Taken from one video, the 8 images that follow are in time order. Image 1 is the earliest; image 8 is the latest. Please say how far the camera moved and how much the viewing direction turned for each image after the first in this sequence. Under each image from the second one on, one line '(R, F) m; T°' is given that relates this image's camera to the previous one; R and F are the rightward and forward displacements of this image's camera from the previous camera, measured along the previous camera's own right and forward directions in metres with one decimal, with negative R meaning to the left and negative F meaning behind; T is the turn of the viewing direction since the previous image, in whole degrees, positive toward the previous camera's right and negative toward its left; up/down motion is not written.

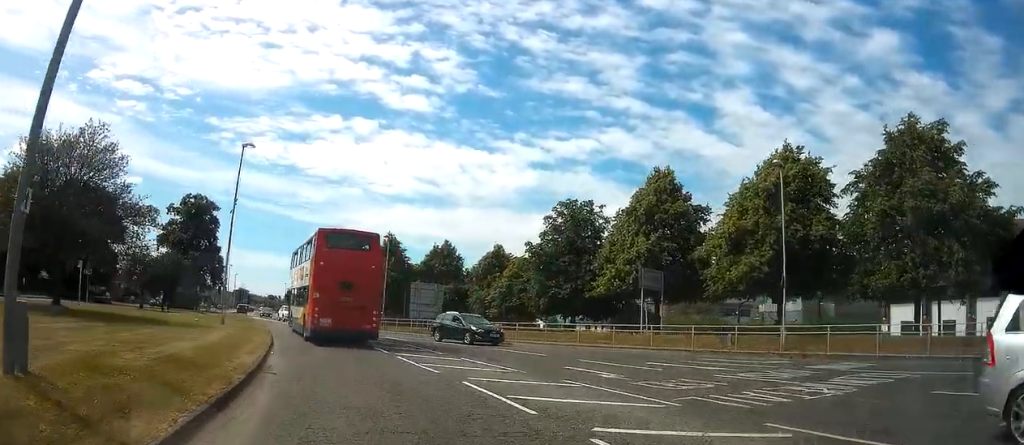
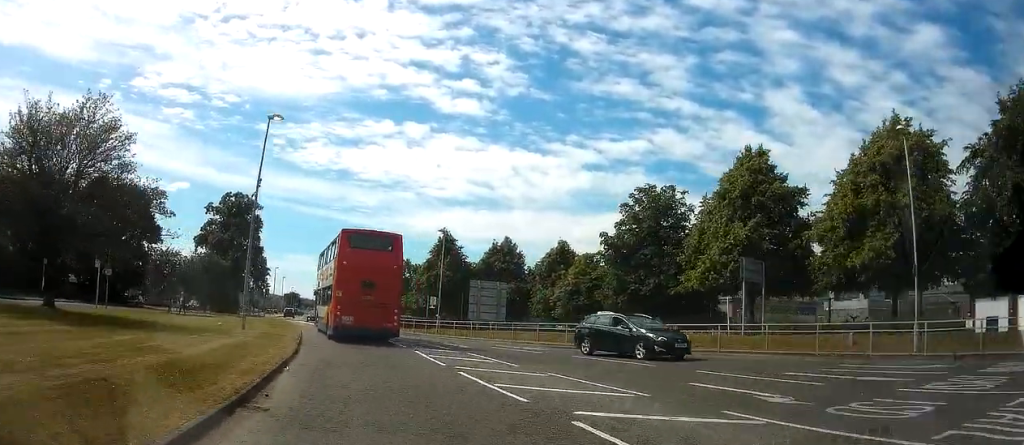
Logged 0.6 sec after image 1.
(-0.4, +4.1) m; -8°
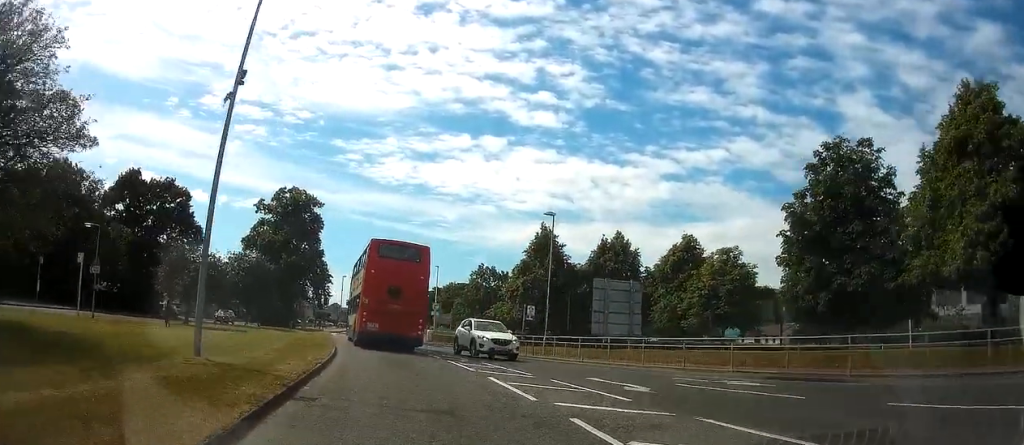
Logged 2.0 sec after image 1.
(-1.4, +10.0) m; -14°
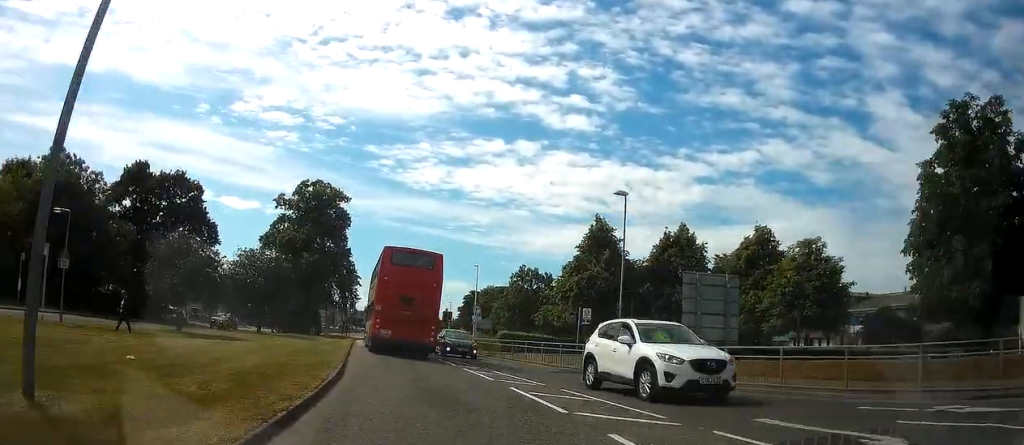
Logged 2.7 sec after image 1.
(-0.3, +6.0) m; -3°
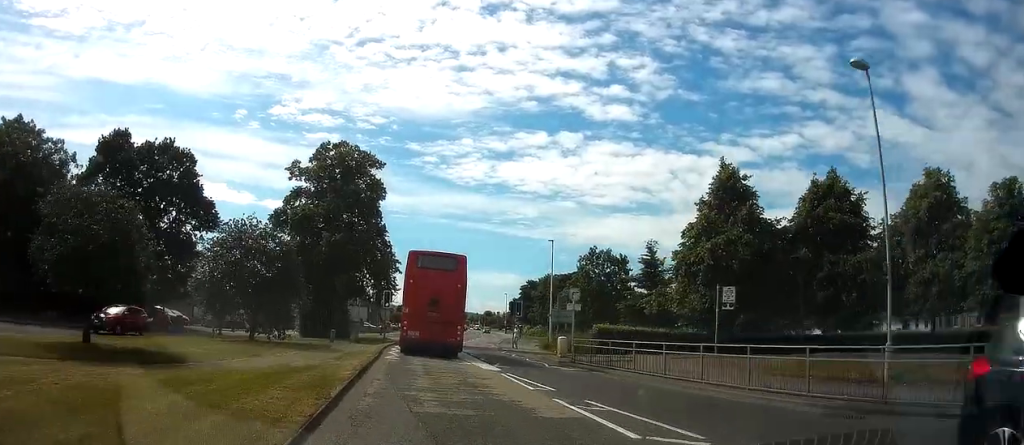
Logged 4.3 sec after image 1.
(-0.4, +13.4) m; -2°
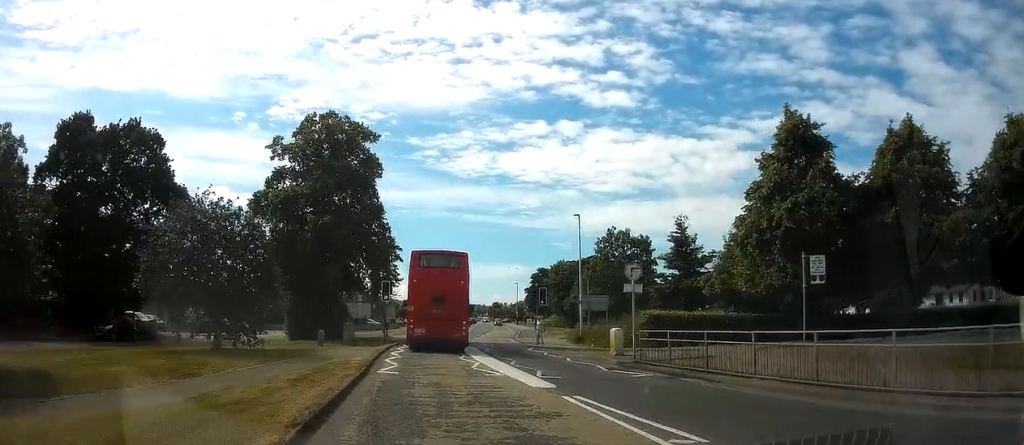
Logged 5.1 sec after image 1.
(0.0, +6.7) m; -2°
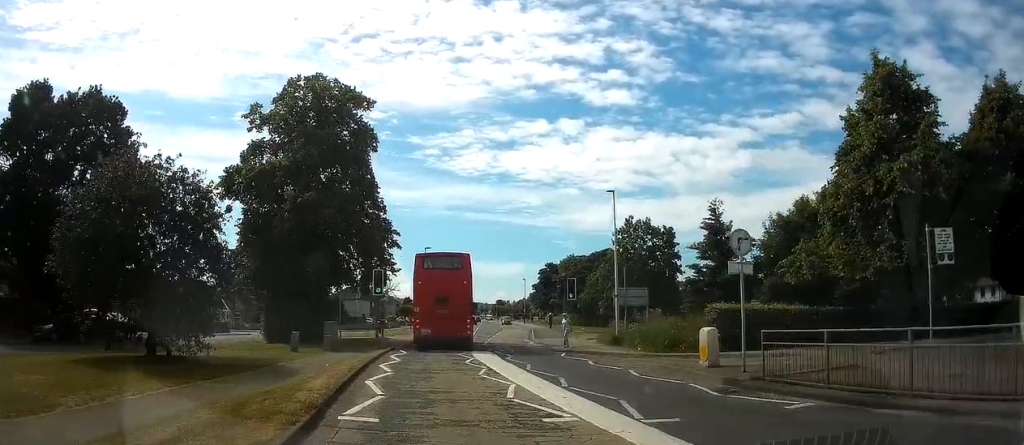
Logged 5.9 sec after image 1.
(-0.3, +6.6) m; 0°
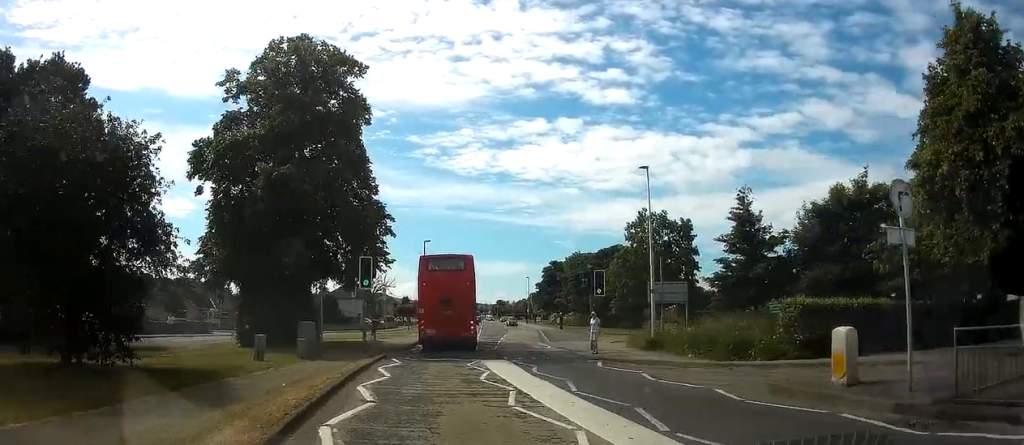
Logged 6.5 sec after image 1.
(0.0, +5.0) m; +1°
